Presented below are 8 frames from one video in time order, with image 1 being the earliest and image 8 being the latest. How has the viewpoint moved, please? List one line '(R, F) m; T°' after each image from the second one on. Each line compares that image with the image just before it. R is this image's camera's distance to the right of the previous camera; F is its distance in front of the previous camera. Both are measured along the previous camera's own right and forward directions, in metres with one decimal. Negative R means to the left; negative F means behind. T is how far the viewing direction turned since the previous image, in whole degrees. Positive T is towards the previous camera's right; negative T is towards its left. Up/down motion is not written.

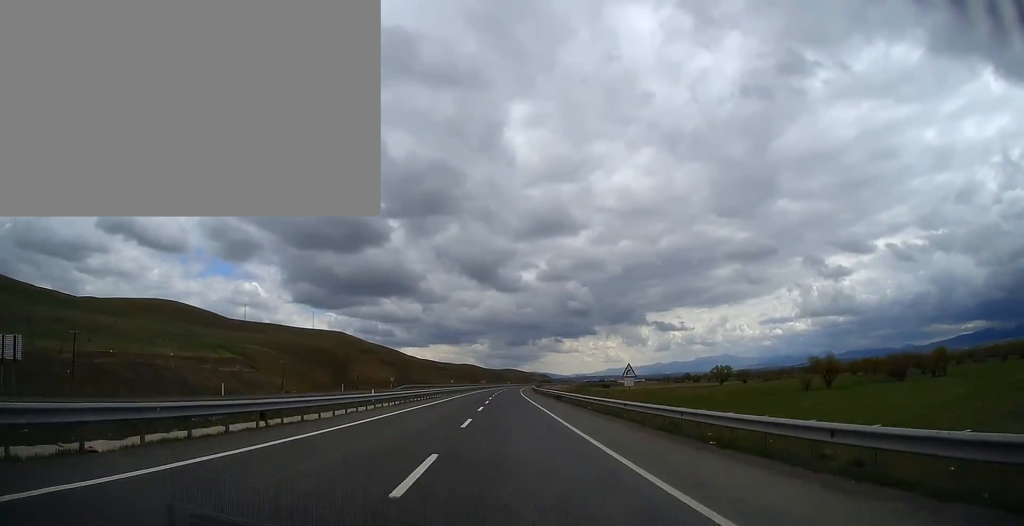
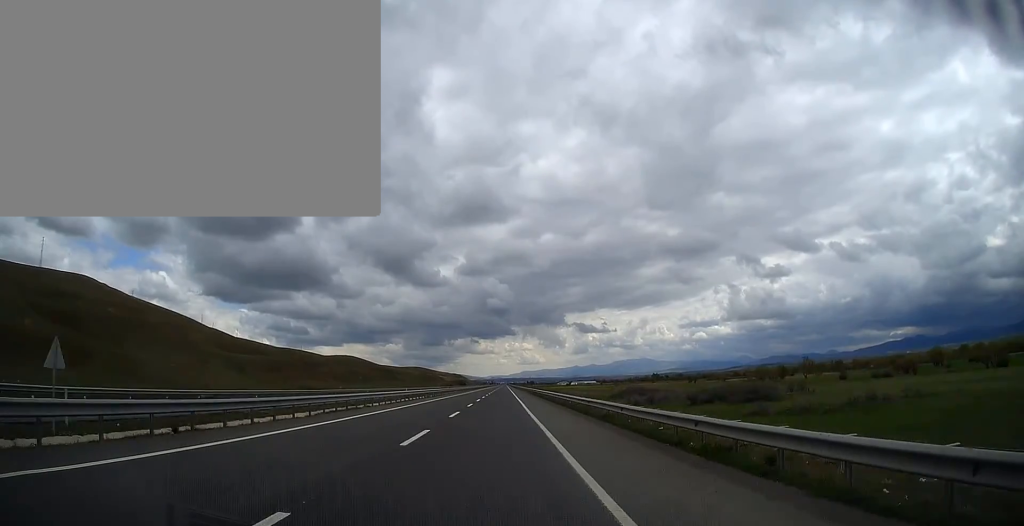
(+28.5, +458.7) m; +6°
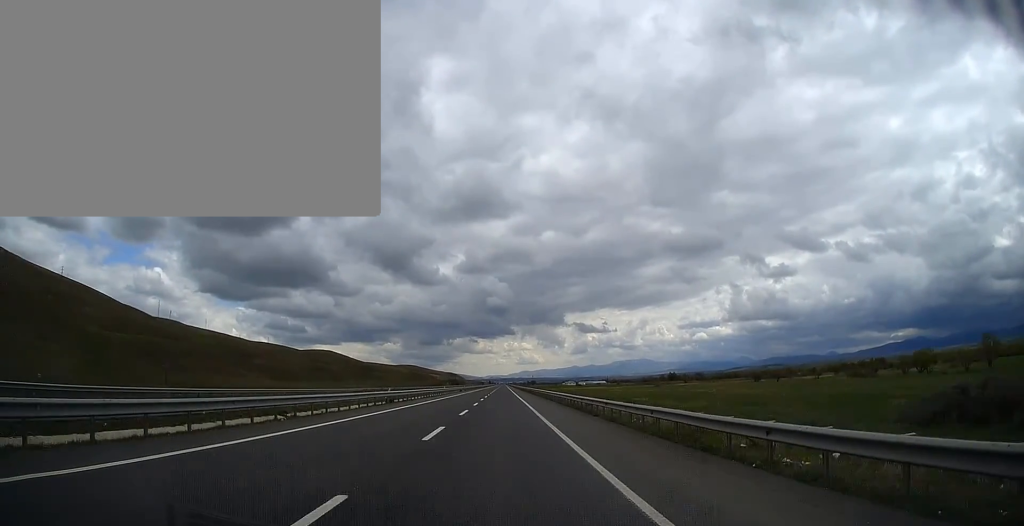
(+0.5, +122.4) m; 0°
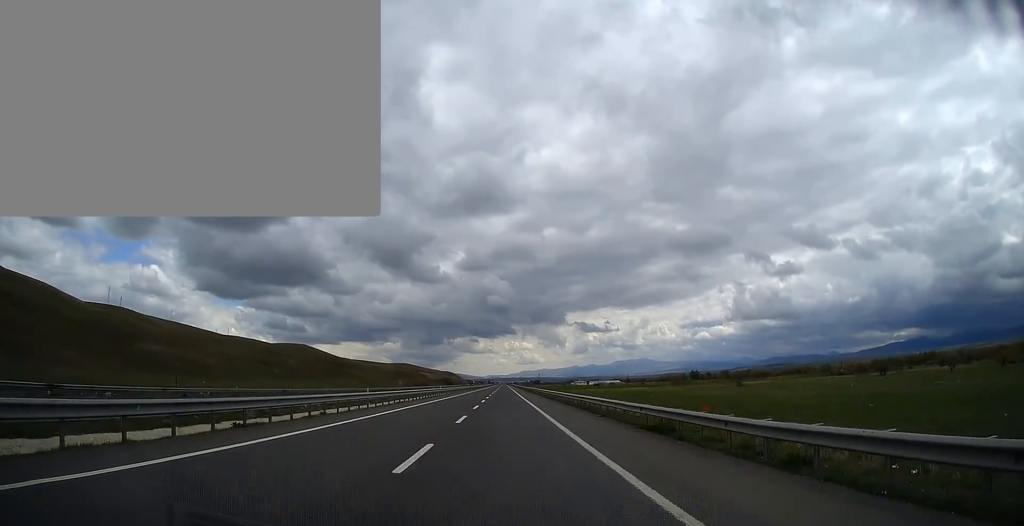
(+0.1, +116.1) m; 0°
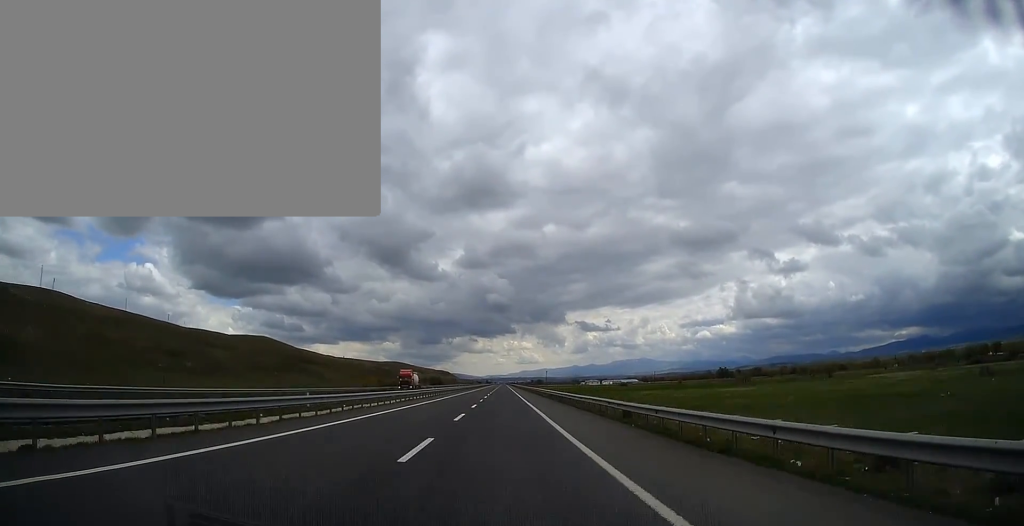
(-0.1, +118.3) m; 0°
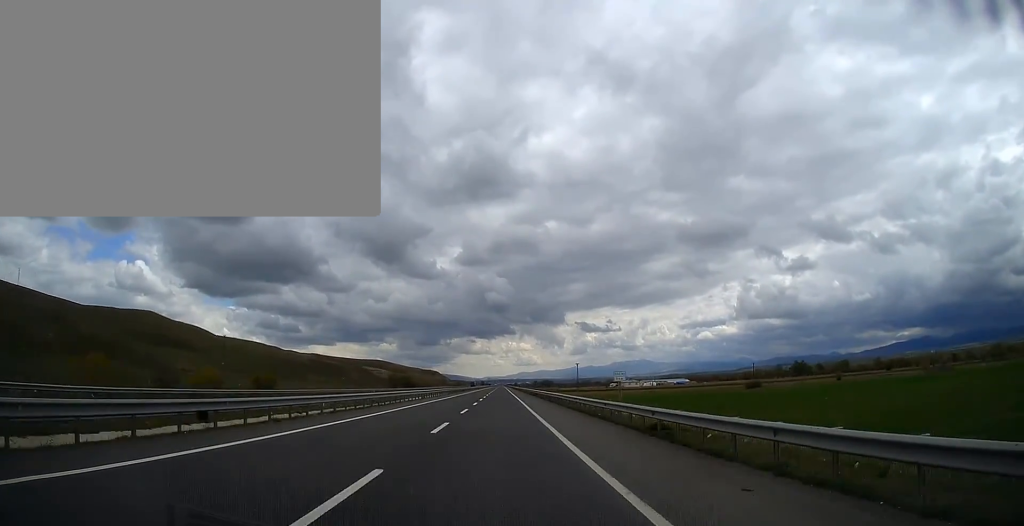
(+0.4, +219.7) m; 0°
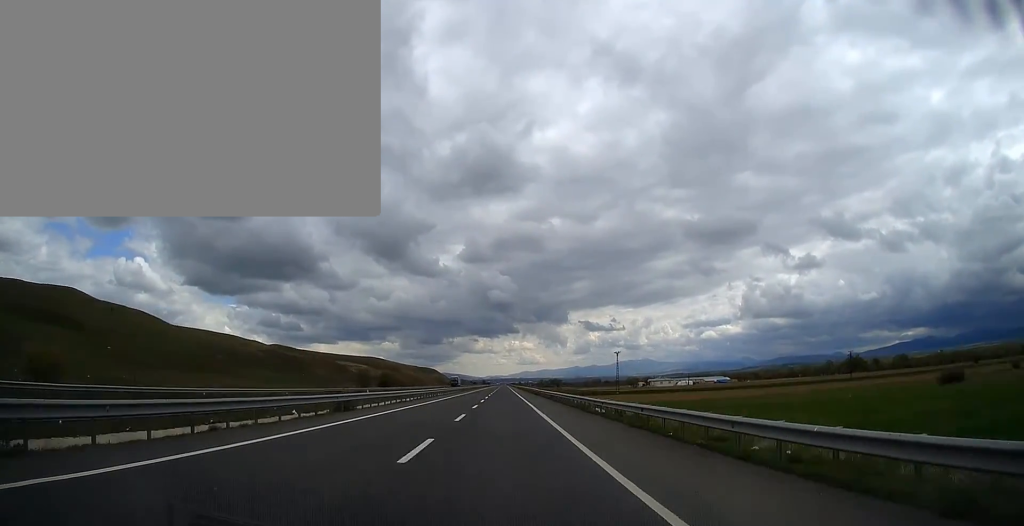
(-0.3, +94.4) m; 0°
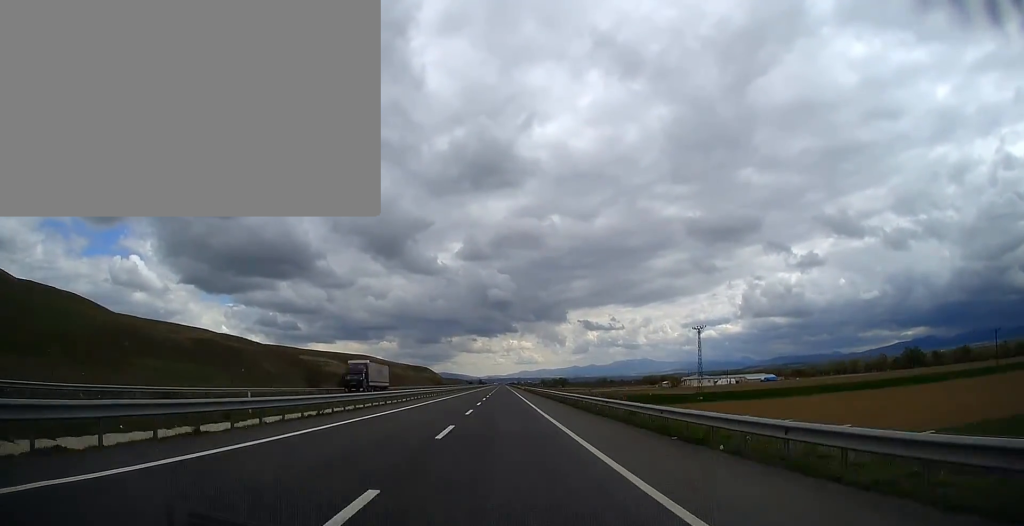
(-0.2, +82.7) m; 0°
